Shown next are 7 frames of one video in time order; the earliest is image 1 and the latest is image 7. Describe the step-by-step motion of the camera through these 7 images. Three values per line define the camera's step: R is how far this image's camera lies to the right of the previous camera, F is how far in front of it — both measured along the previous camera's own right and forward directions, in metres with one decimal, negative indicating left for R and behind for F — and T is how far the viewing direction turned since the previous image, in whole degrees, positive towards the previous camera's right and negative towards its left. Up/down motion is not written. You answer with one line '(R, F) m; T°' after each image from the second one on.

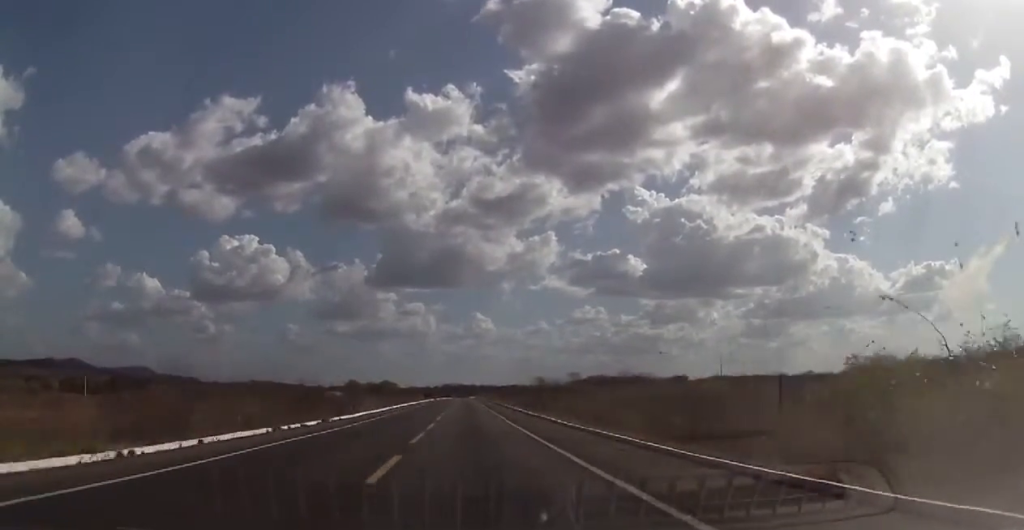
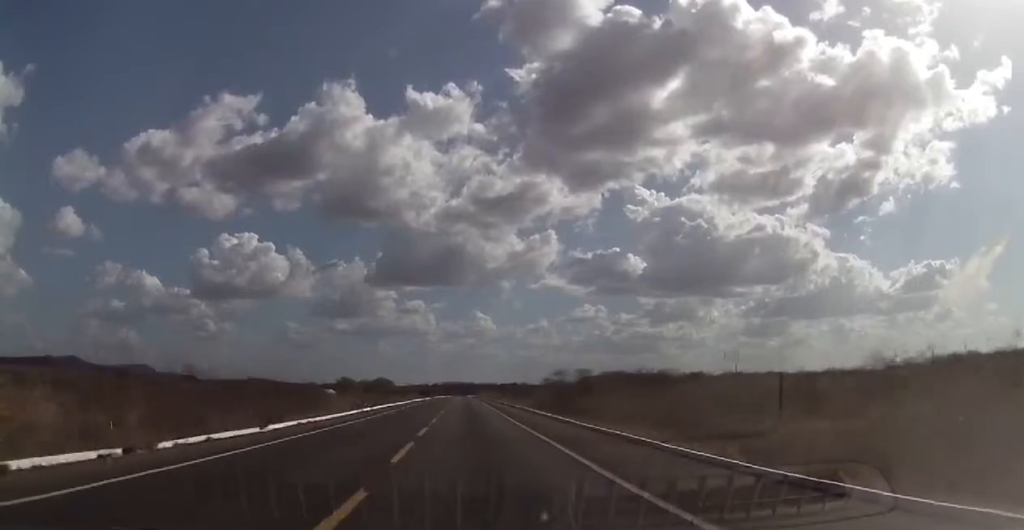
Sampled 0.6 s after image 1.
(+0.3, +21.0) m; 0°
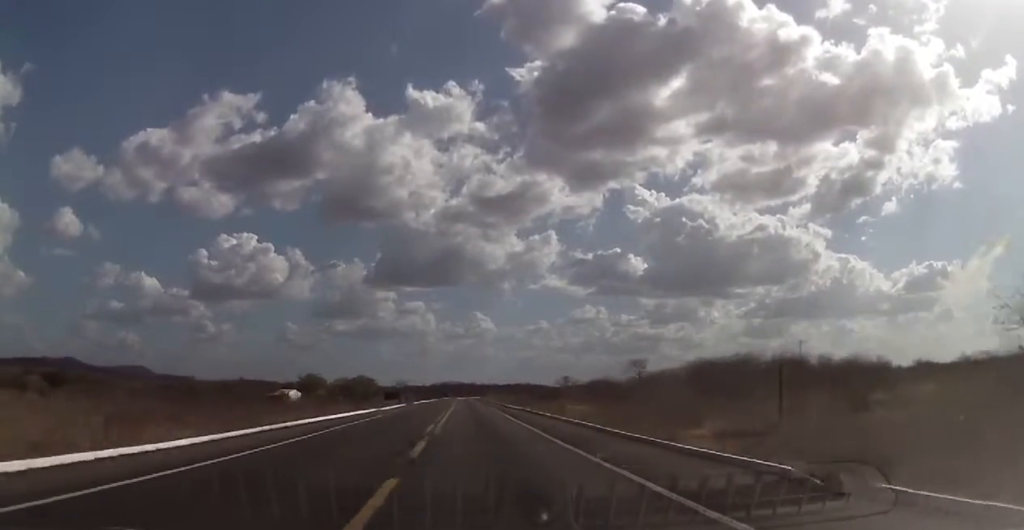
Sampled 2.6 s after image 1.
(+0.1, +70.0) m; +1°
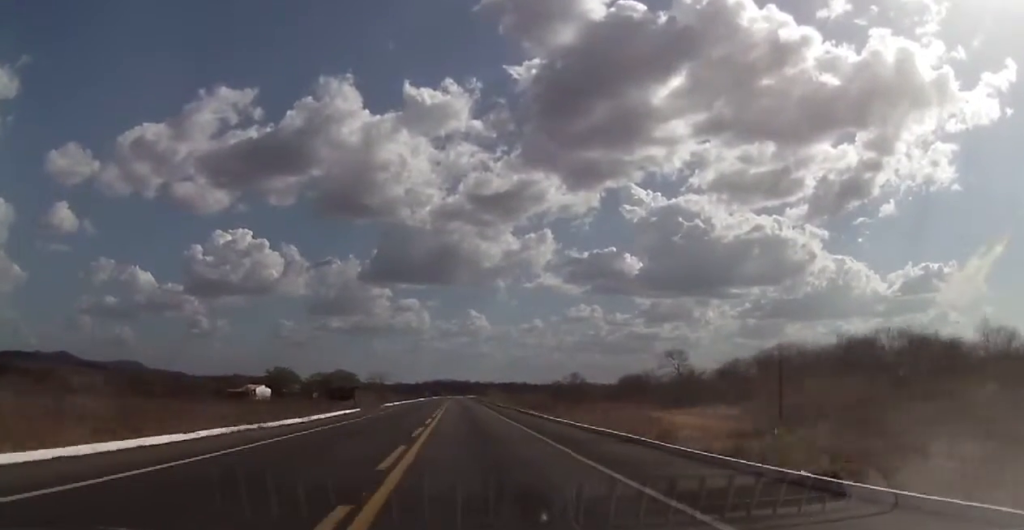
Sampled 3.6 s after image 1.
(0.0, +34.0) m; 0°
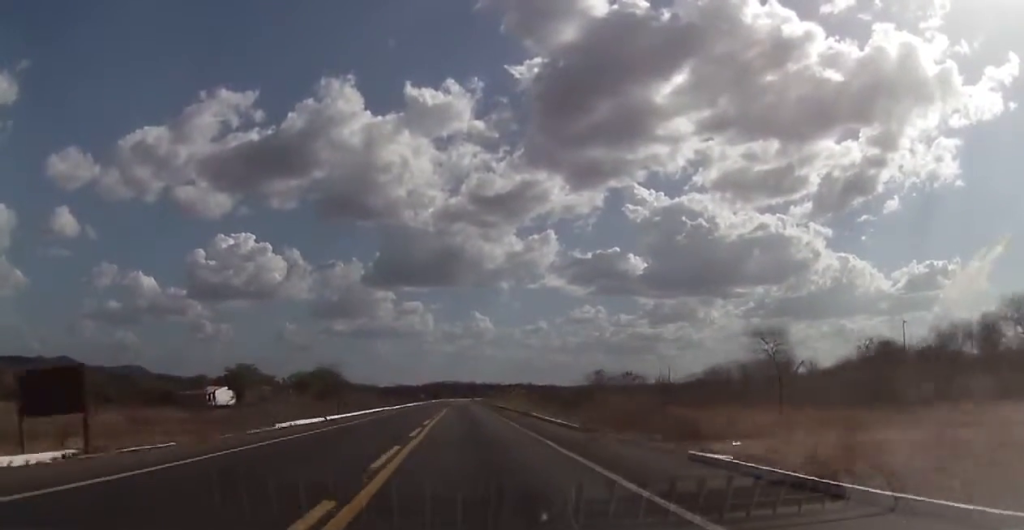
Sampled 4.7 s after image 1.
(-0.2, +39.8) m; -1°
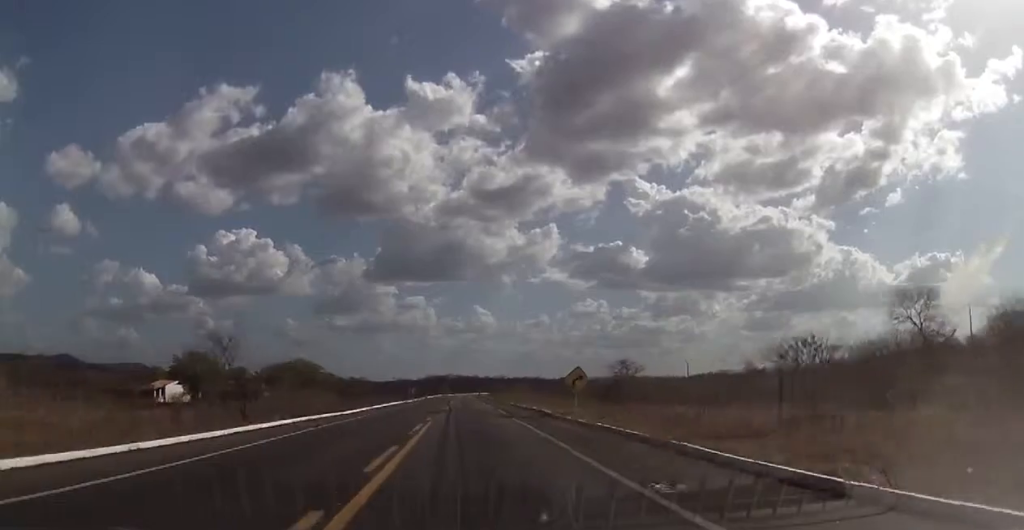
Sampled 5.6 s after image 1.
(-0.4, +32.7) m; 0°
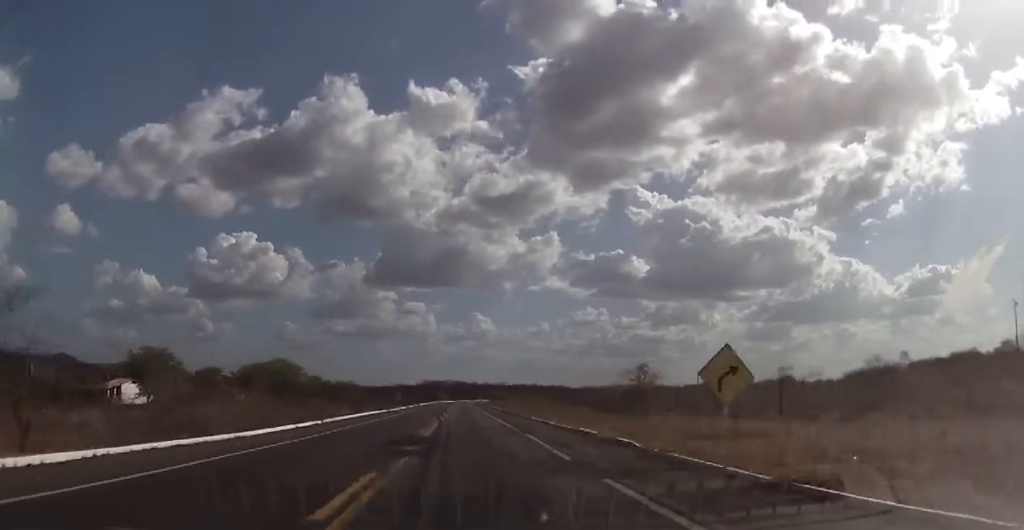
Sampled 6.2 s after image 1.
(+0.3, +19.7) m; 0°
